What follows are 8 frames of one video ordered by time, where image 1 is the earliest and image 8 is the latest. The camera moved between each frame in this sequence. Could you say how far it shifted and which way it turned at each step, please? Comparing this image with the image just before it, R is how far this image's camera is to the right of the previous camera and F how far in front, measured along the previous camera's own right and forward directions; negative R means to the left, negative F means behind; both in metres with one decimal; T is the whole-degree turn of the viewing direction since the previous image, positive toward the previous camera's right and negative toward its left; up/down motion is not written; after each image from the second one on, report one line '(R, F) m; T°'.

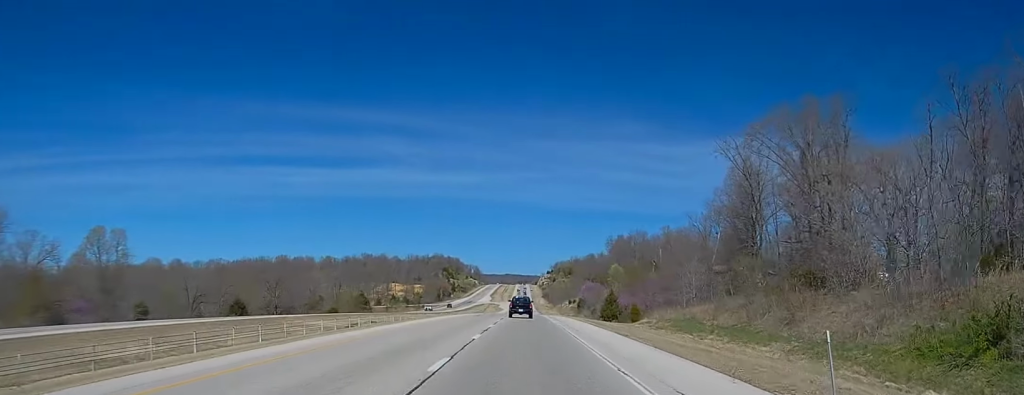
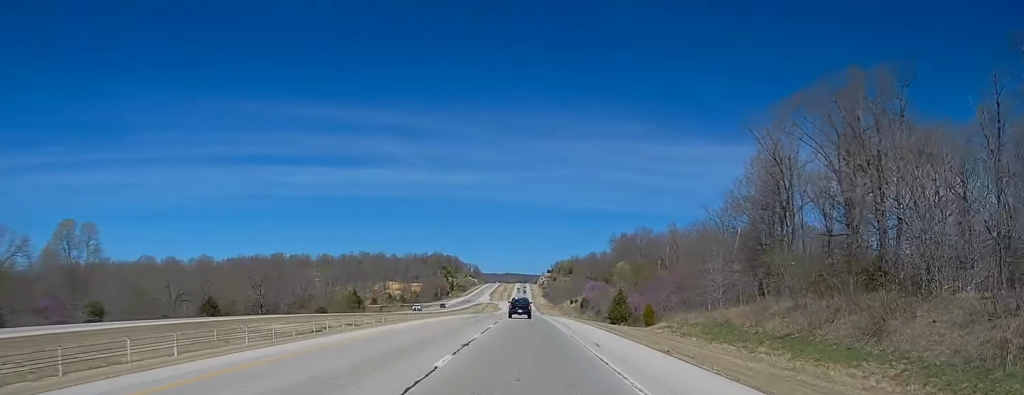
(-0.4, +10.9) m; +1°
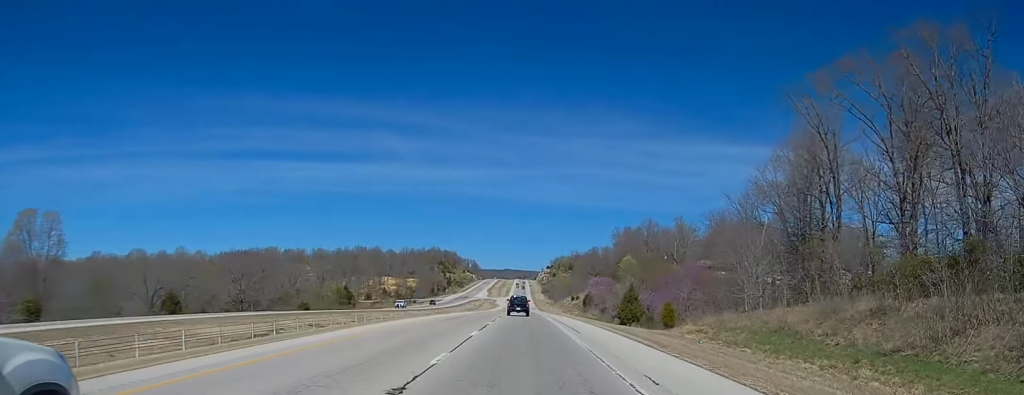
(+0.2, +12.2) m; +1°
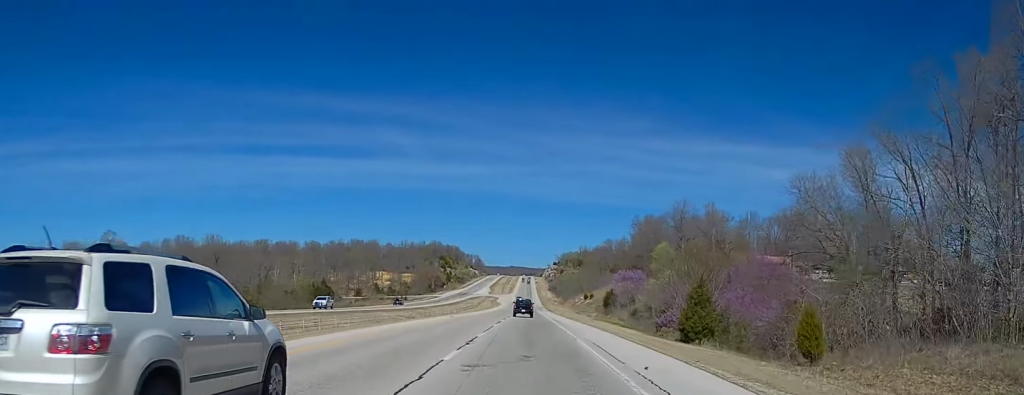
(+0.7, +34.9) m; 0°
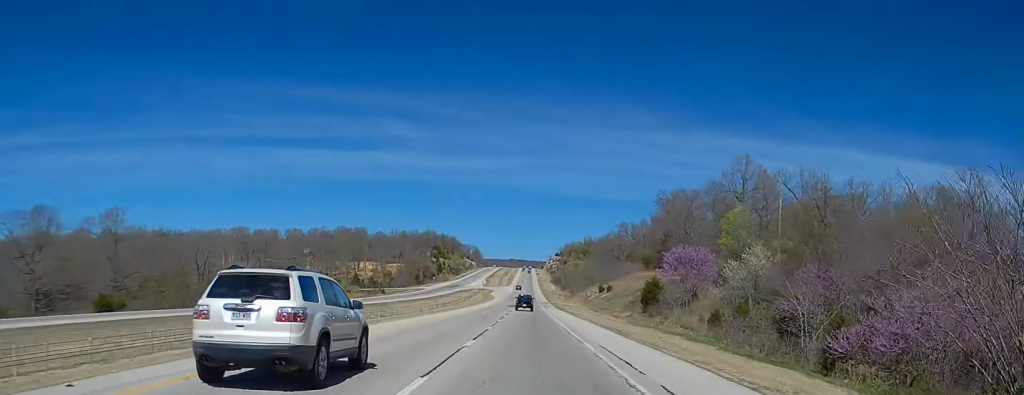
(-0.4, +44.4) m; -1°
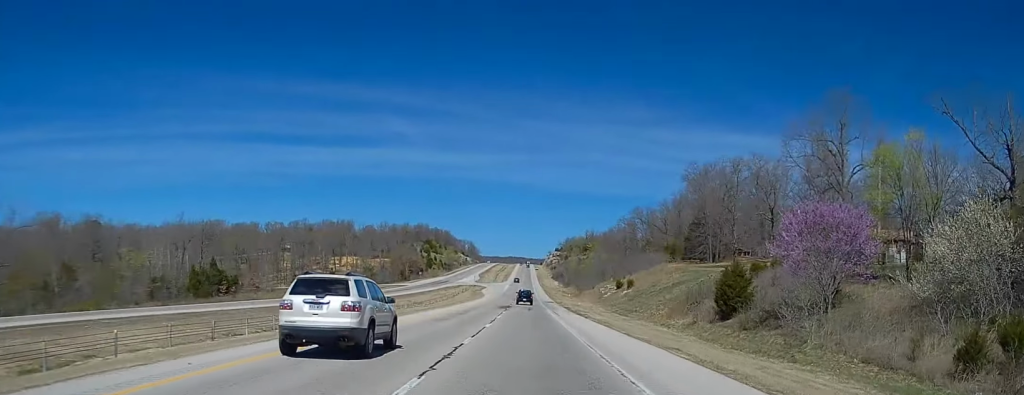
(0.0, +36.8) m; -1°
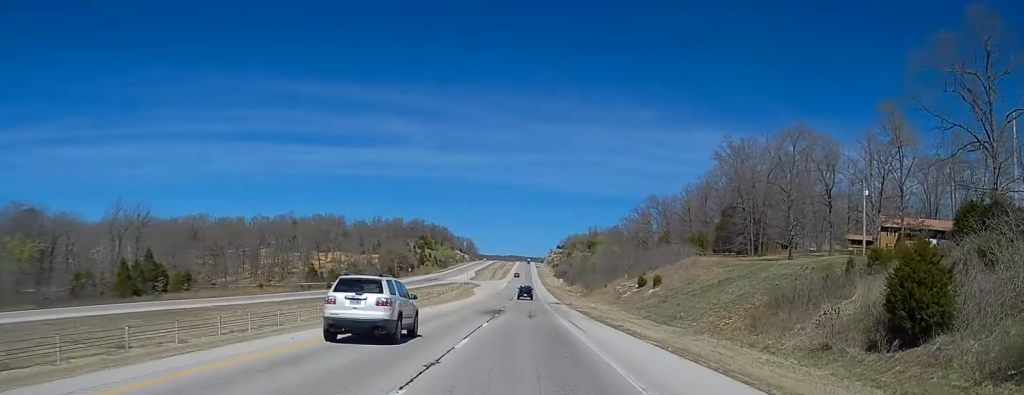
(-0.4, +27.1) m; 0°
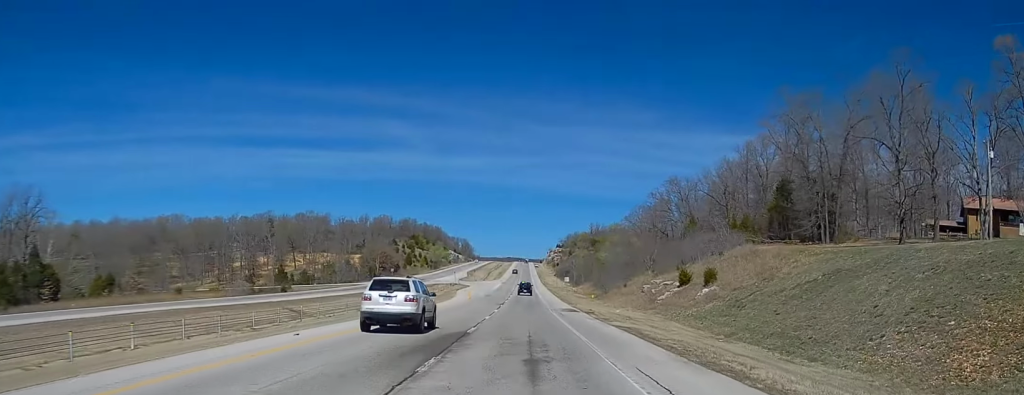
(+0.4, +31.5) m; +1°
